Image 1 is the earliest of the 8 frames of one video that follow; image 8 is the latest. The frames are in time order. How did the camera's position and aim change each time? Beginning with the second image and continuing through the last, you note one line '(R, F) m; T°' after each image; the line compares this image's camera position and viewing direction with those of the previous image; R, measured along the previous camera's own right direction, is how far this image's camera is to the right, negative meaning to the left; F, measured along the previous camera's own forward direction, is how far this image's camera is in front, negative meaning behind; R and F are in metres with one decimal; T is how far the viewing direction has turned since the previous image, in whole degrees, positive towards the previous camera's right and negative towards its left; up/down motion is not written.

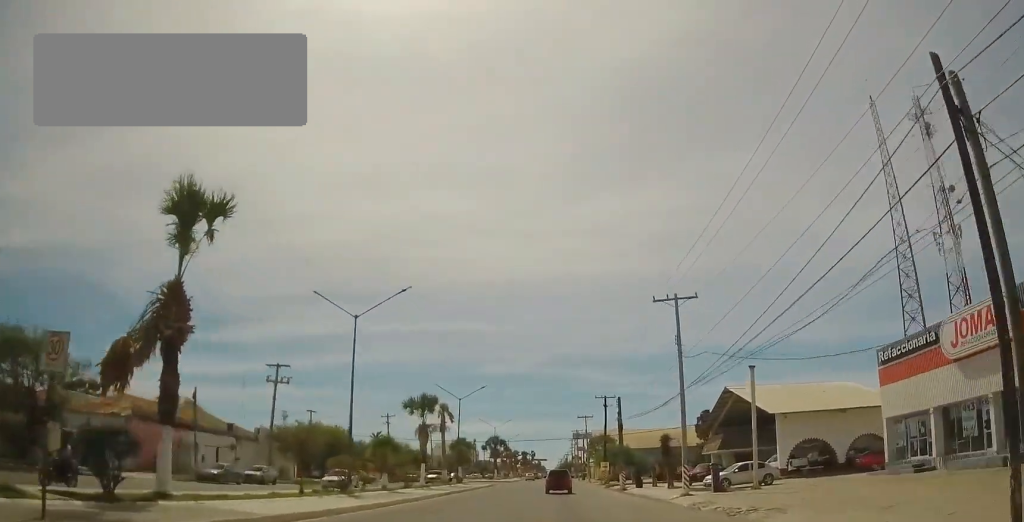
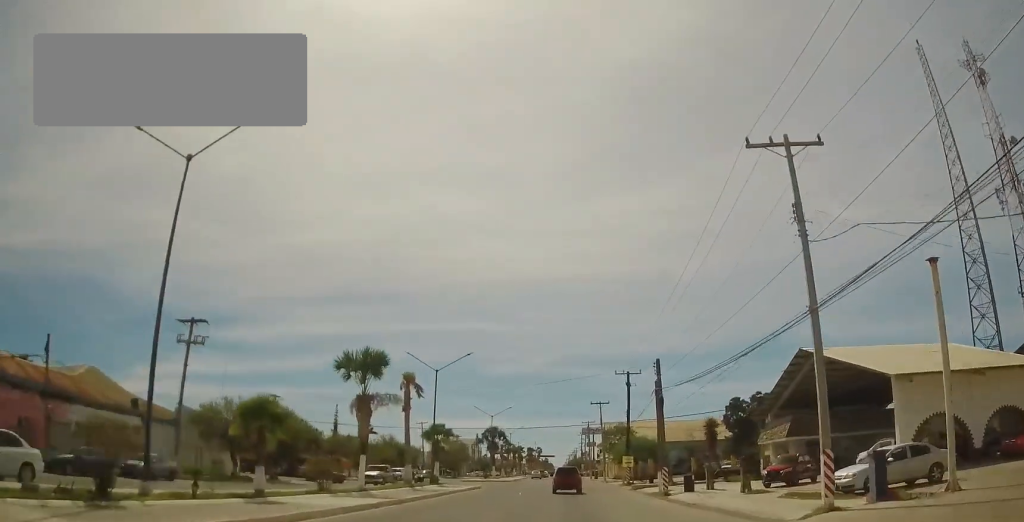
(-0.6, +16.3) m; -2°
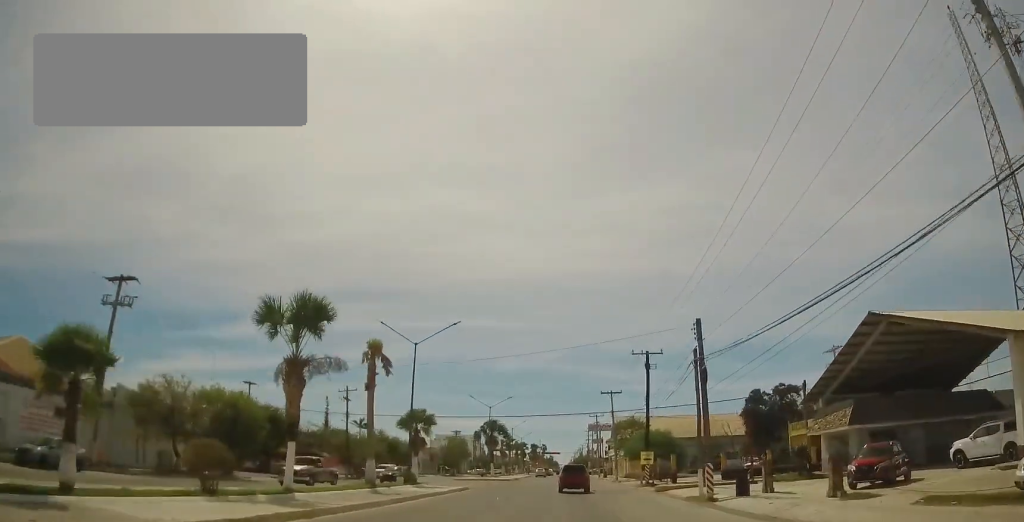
(0.0, +9.3) m; 0°
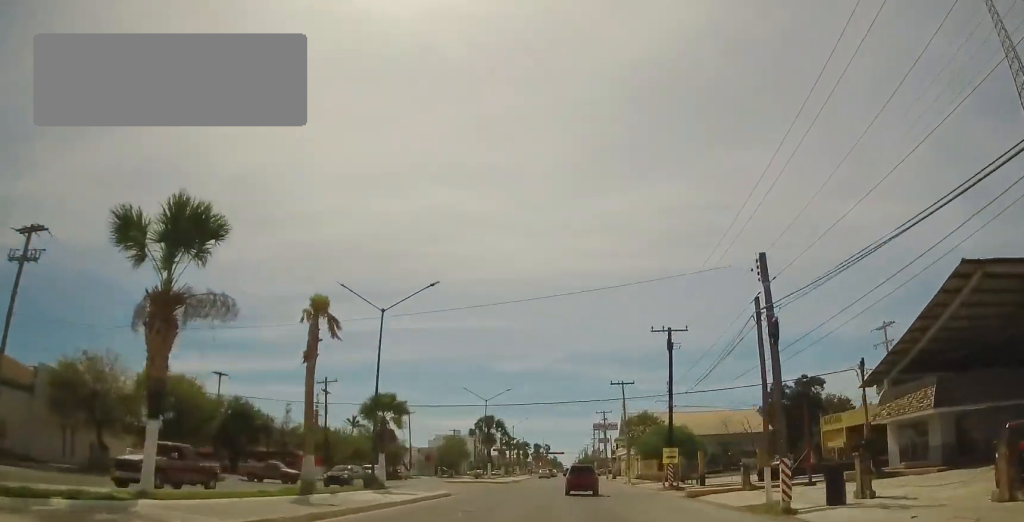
(0.0, +8.5) m; 0°
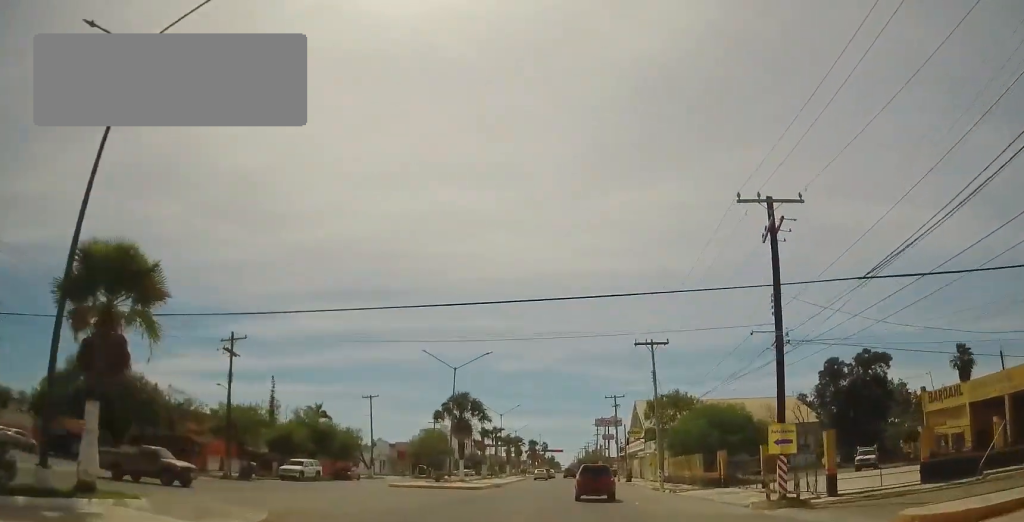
(0.0, +21.0) m; 0°
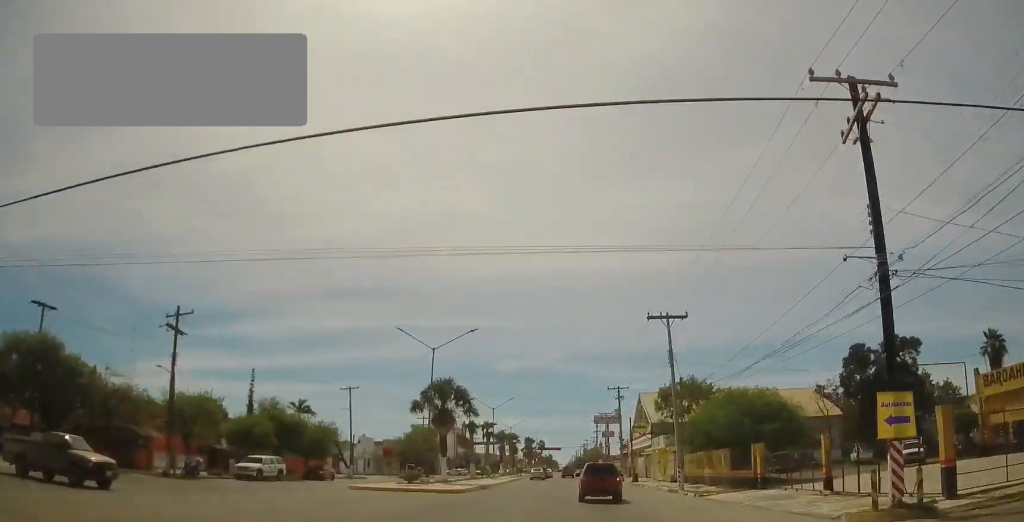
(0.0, +7.5) m; 0°
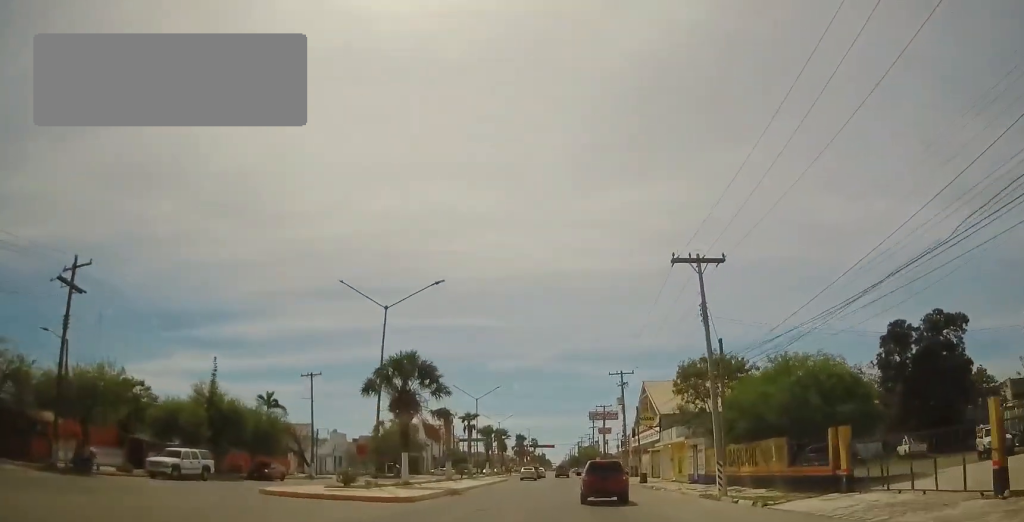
(0.0, +10.3) m; 0°
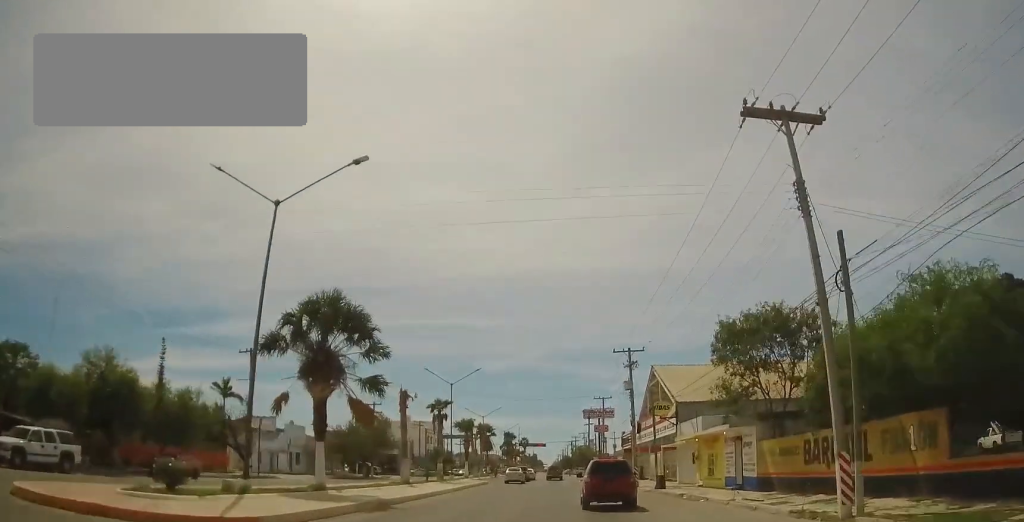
(0.0, +12.3) m; 0°
